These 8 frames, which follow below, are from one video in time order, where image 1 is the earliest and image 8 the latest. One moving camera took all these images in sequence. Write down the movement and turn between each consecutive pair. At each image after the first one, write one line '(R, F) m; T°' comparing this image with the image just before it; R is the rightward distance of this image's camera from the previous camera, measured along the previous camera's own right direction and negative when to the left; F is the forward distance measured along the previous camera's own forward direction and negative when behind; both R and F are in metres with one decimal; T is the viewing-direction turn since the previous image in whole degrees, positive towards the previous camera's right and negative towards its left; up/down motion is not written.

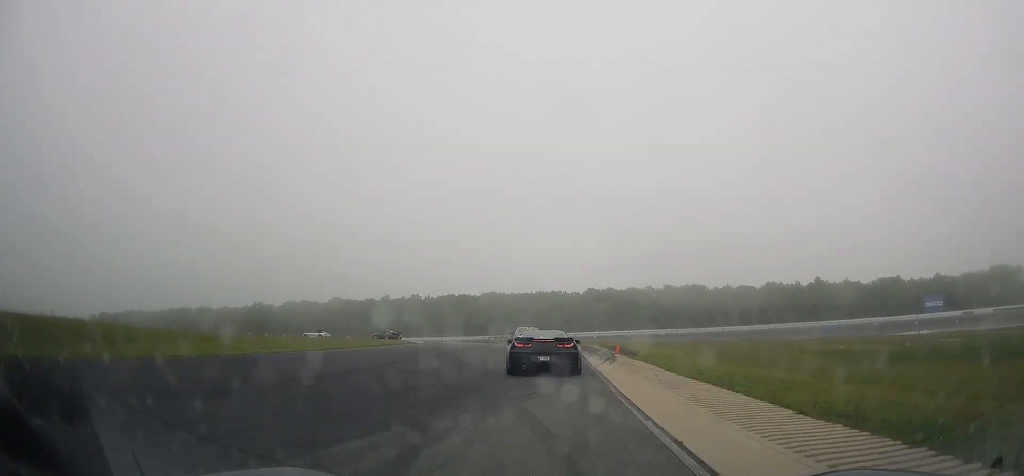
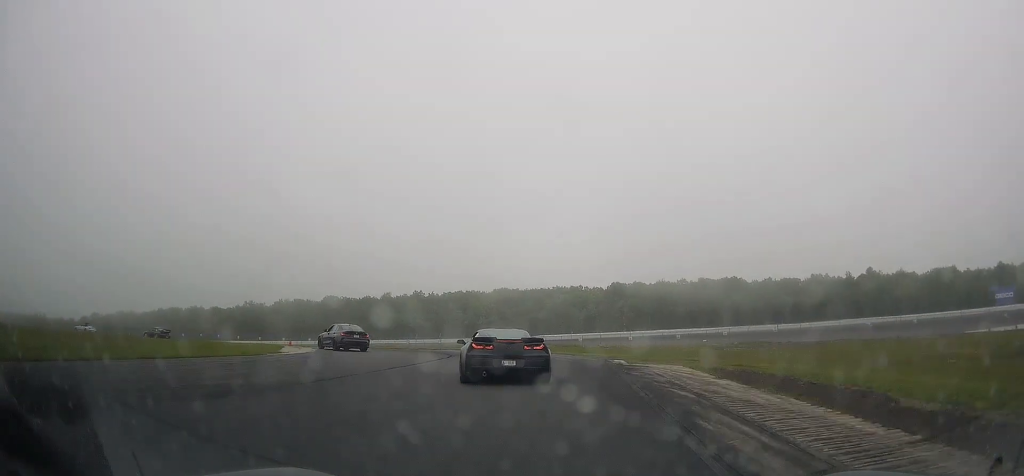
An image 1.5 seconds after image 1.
(-0.4, +29.3) m; -6°
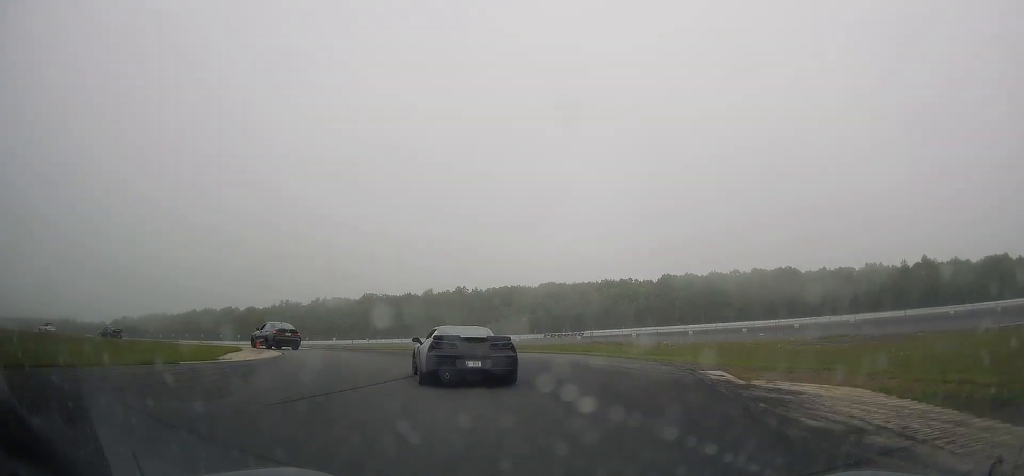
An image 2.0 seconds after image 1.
(-0.4, +8.7) m; -8°
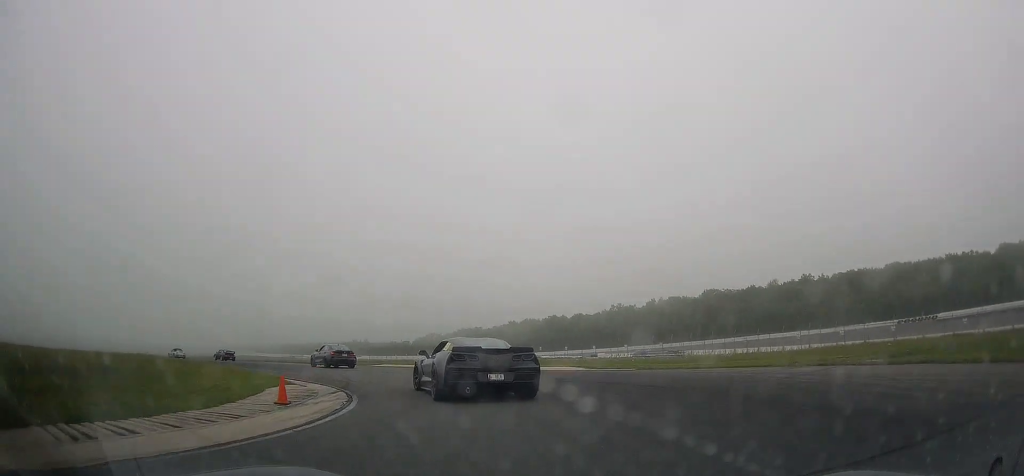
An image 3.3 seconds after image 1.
(-3.9, +19.4) m; -33°
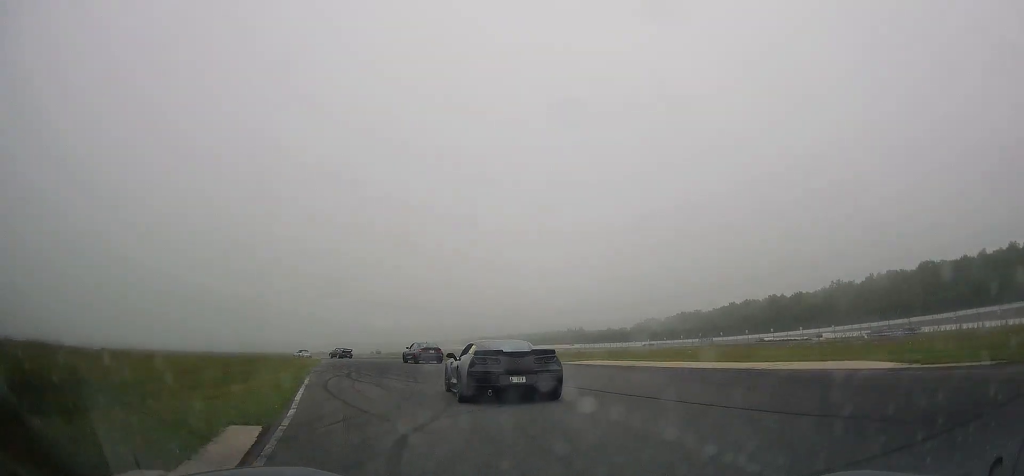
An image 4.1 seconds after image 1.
(-3.1, +11.7) m; -19°
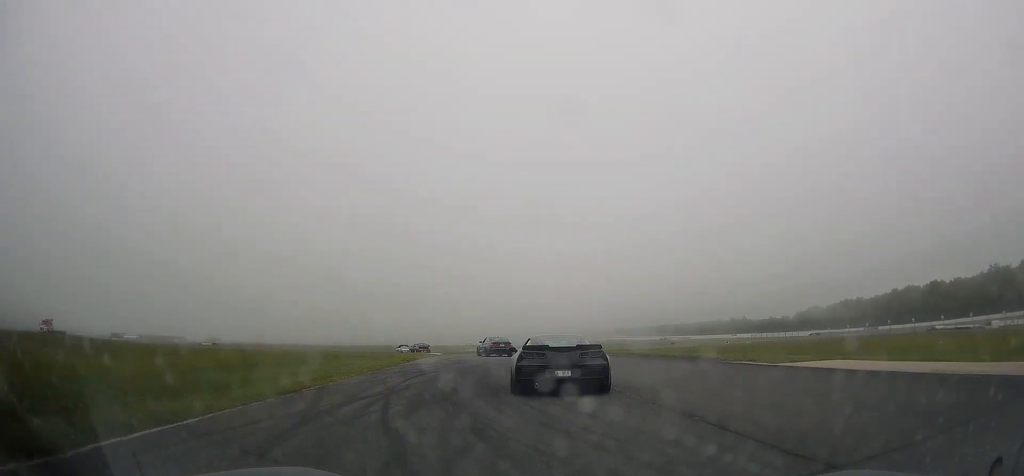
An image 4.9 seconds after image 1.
(-2.1, +13.7) m; -12°
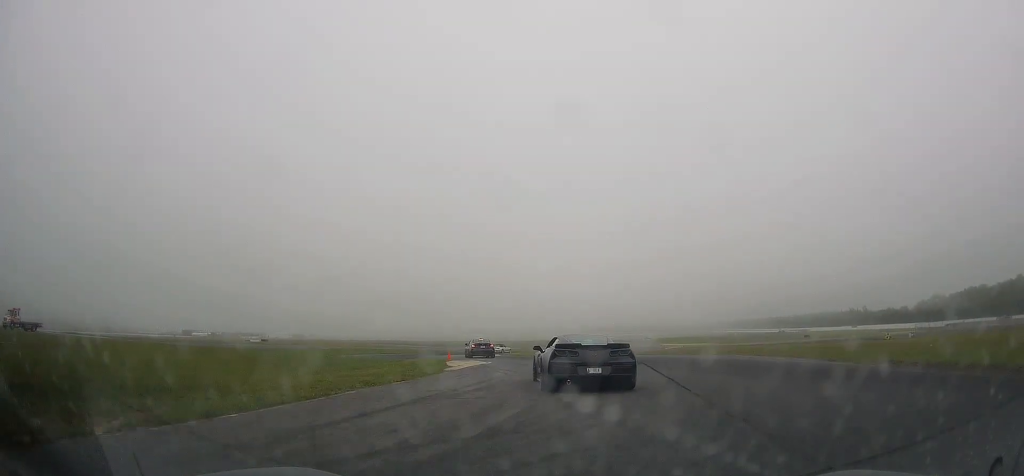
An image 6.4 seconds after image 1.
(-2.8, +28.1) m; -12°
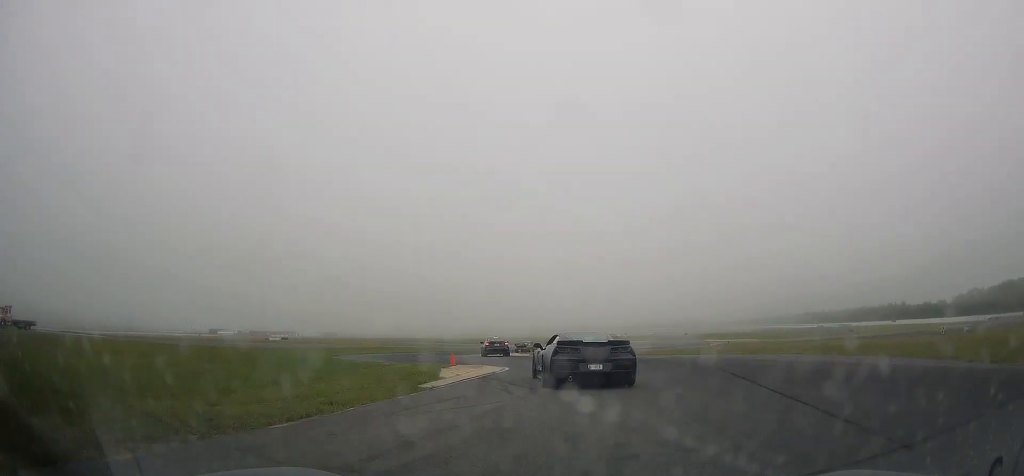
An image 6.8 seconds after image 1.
(-0.5, +7.7) m; -3°
